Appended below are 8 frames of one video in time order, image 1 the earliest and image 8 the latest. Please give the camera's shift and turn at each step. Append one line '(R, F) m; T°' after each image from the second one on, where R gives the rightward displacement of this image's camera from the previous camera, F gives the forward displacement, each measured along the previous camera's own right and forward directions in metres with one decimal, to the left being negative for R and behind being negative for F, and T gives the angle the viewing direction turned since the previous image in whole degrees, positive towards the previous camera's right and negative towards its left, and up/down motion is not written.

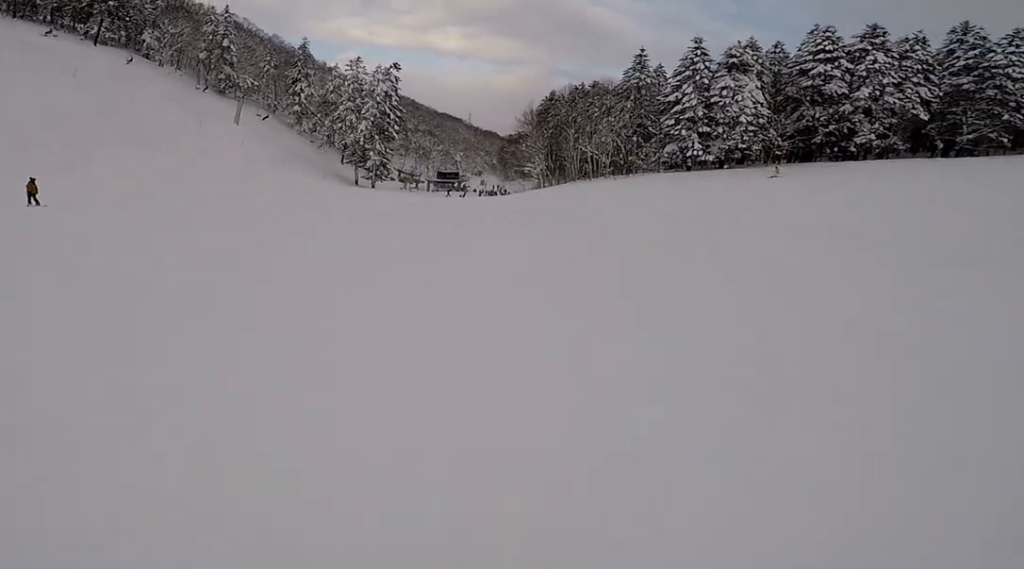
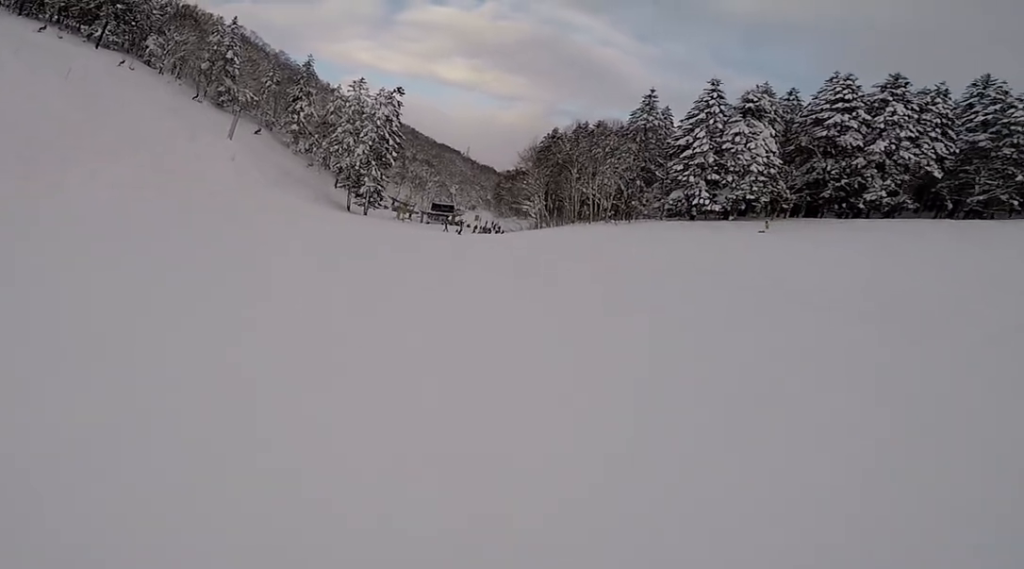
(+0.2, +3.0) m; 0°
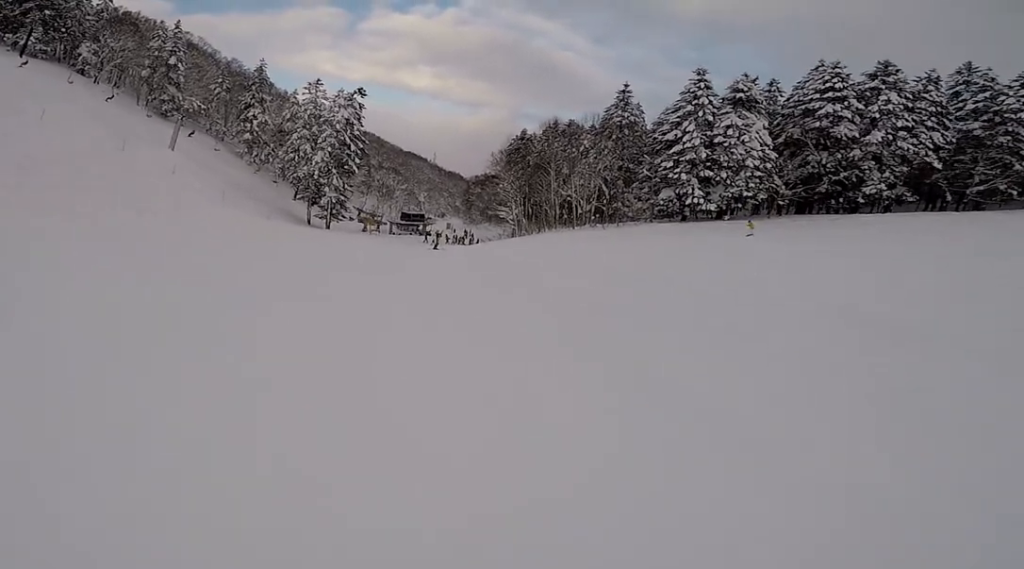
(-0.6, +7.2) m; -2°
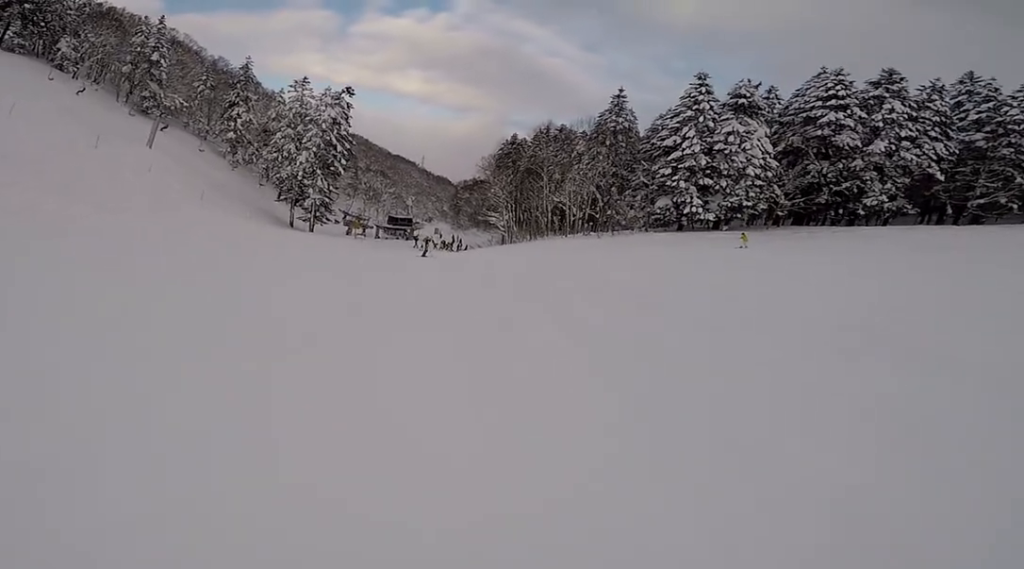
(-0.1, +2.8) m; +4°
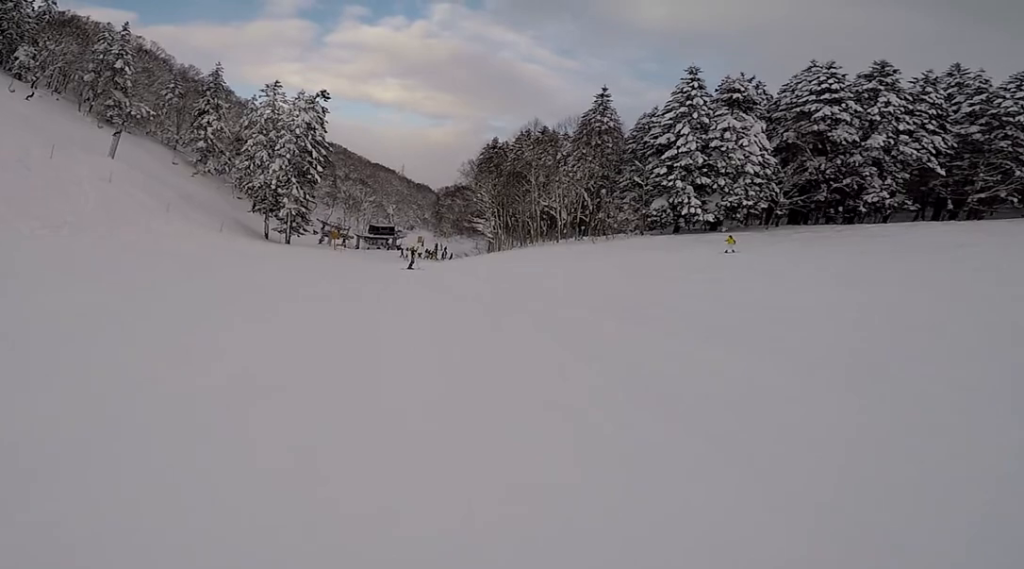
(+0.2, +4.1) m; +2°
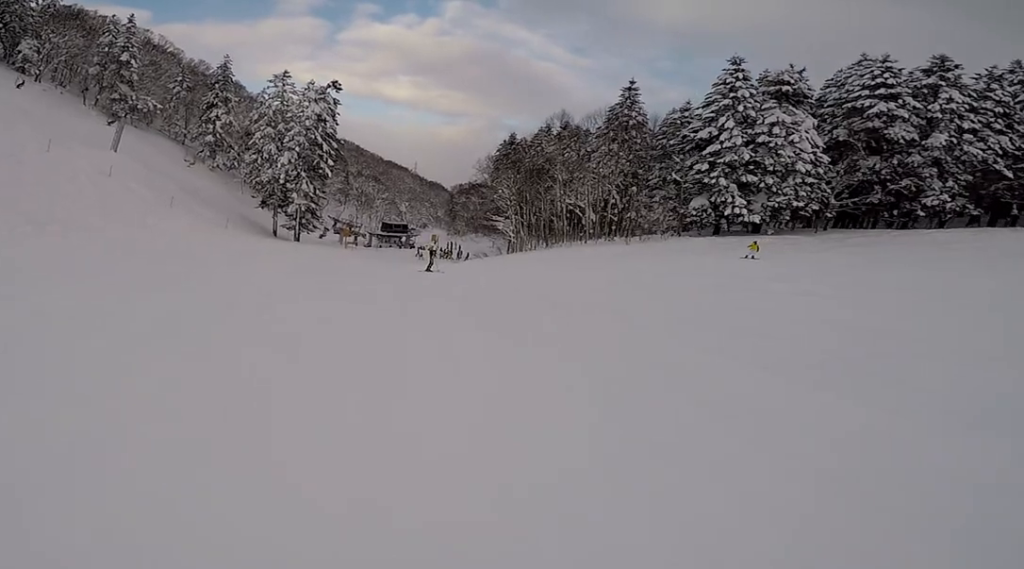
(+0.5, +4.1) m; 0°
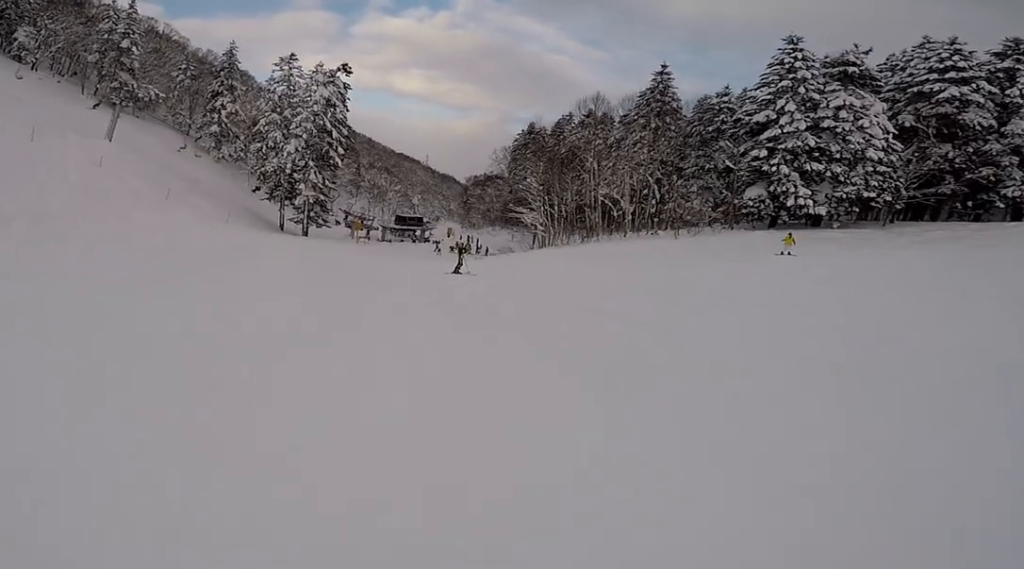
(-0.6, +5.7) m; -6°
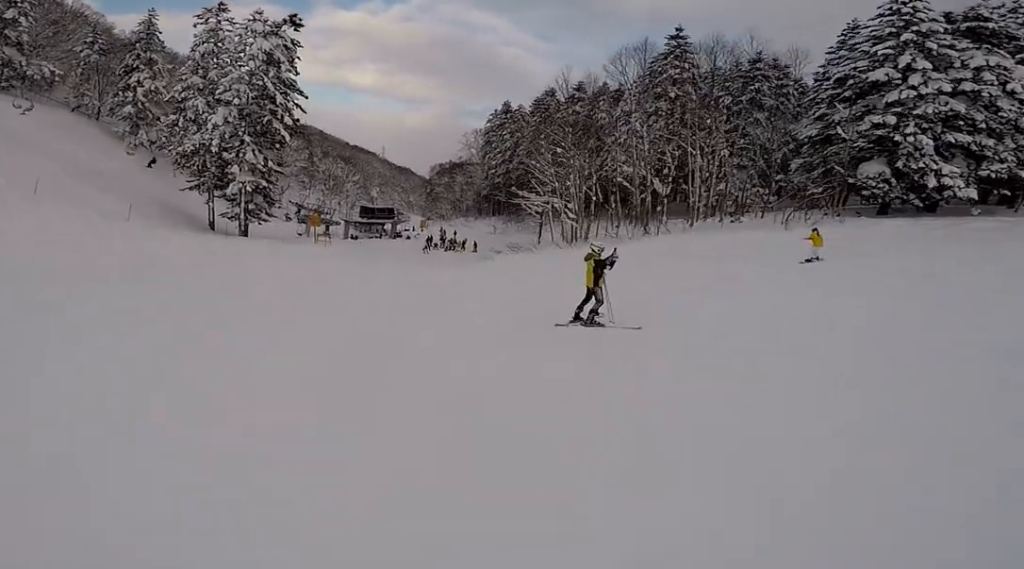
(-0.6, +15.8) m; +1°
